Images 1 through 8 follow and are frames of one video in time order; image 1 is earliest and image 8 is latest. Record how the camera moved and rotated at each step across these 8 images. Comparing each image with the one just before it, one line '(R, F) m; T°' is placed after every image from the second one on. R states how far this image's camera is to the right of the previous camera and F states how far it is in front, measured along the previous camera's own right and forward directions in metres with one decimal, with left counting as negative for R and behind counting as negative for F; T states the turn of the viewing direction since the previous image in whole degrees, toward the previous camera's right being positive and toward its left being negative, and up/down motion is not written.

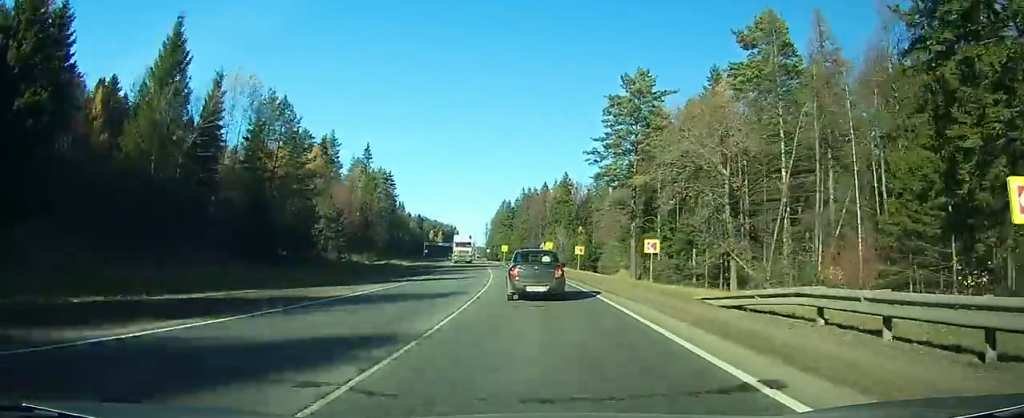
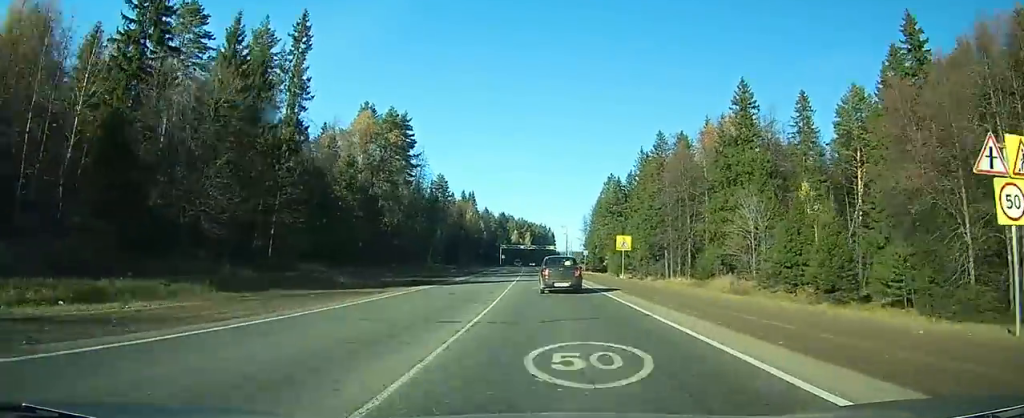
(-8.5, +79.5) m; -12°
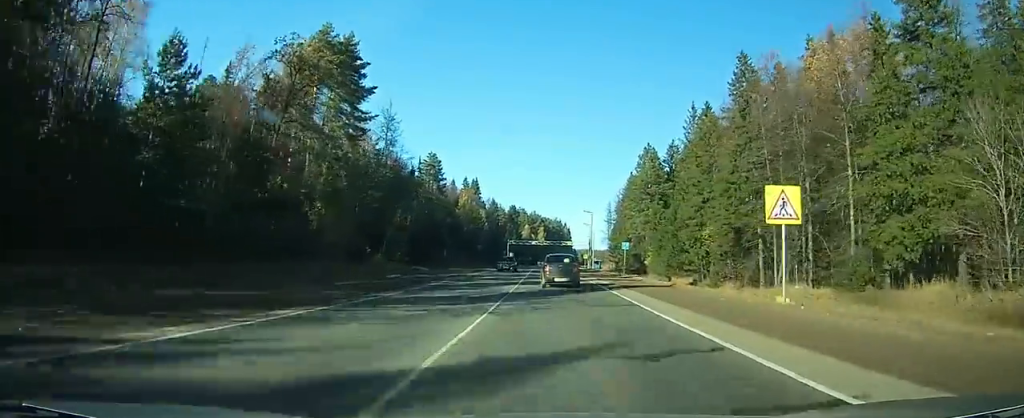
(-0.7, +33.8) m; -2°
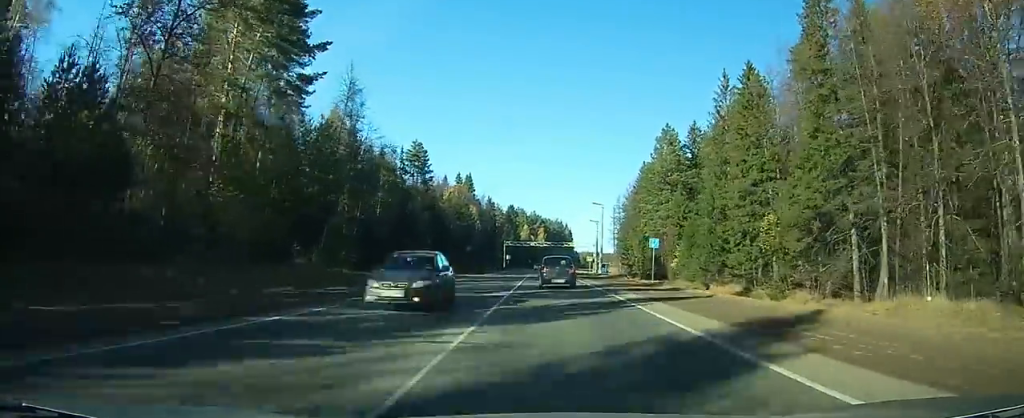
(-0.2, +16.4) m; -1°
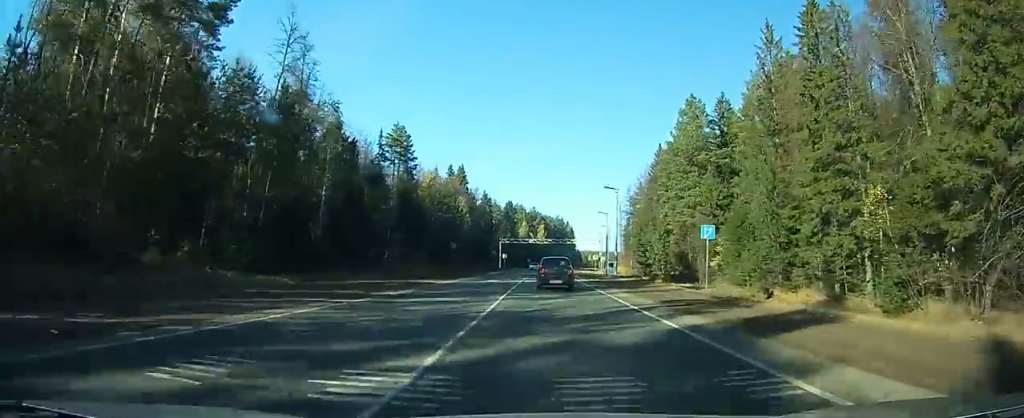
(-0.1, +15.2) m; -1°
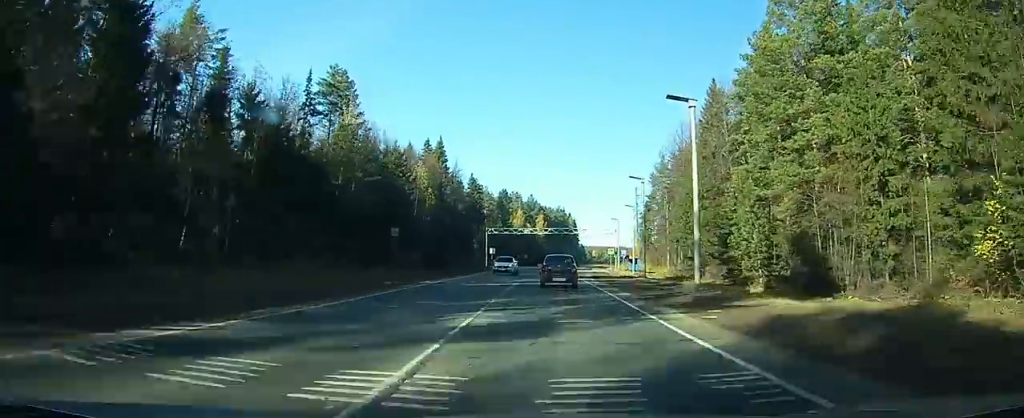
(-0.2, +31.9) m; 0°
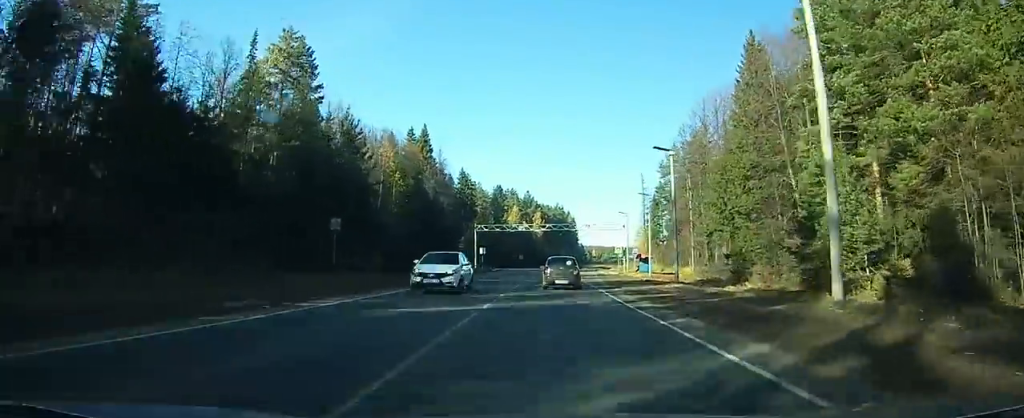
(0.0, +13.6) m; 0°
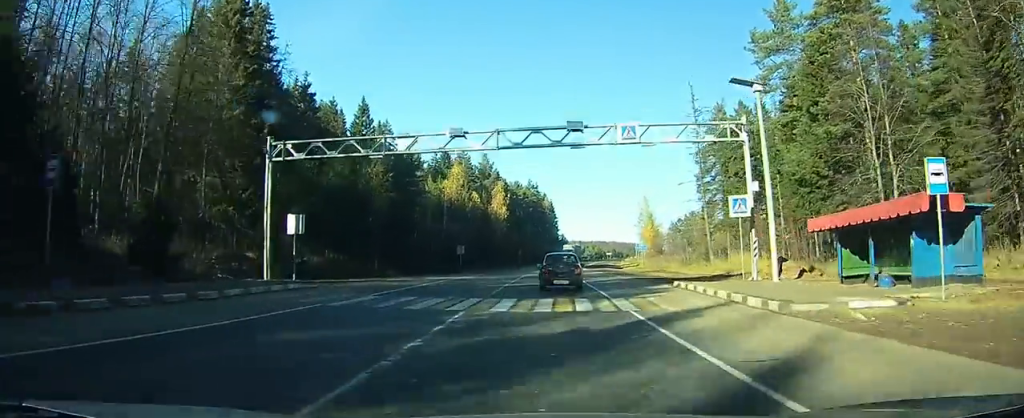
(+0.6, +64.4) m; +2°
